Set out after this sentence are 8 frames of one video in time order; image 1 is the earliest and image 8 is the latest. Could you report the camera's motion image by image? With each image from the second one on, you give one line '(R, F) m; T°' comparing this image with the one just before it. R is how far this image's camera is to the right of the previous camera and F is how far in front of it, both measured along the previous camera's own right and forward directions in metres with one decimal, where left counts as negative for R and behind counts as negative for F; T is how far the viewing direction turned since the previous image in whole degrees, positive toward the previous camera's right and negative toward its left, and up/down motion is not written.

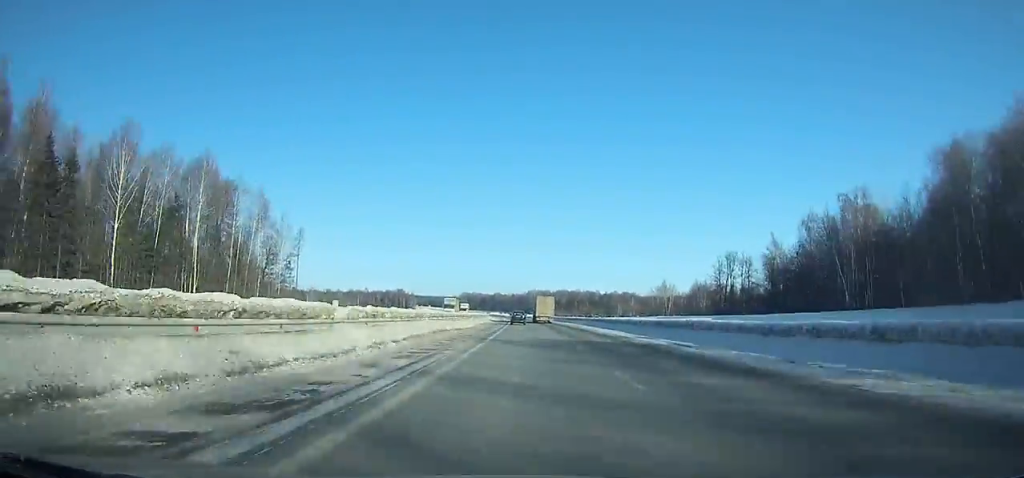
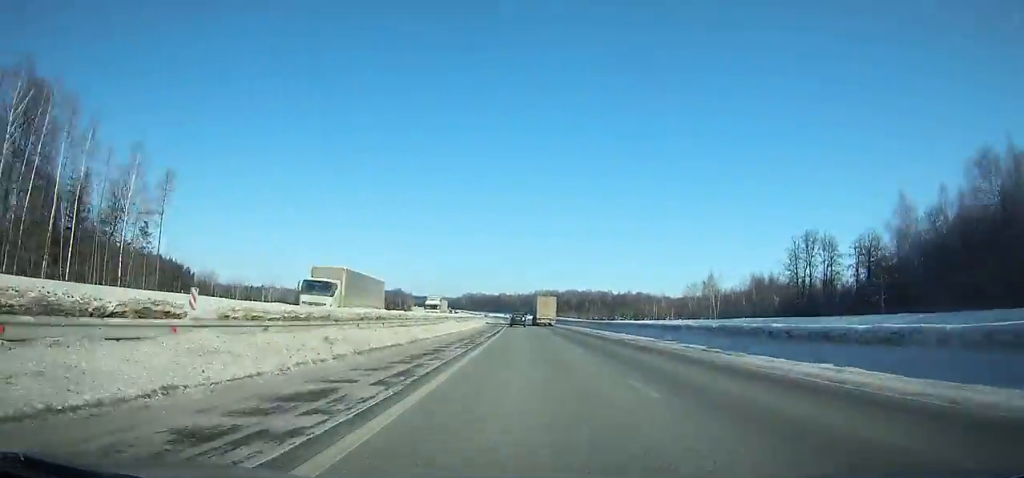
(-0.2, +49.8) m; -1°
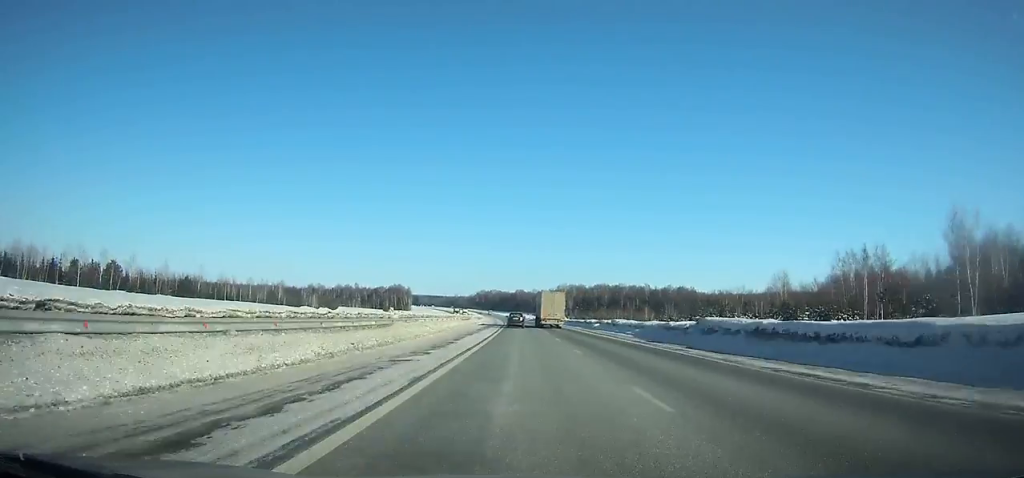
(-1.3, +97.2) m; -2°
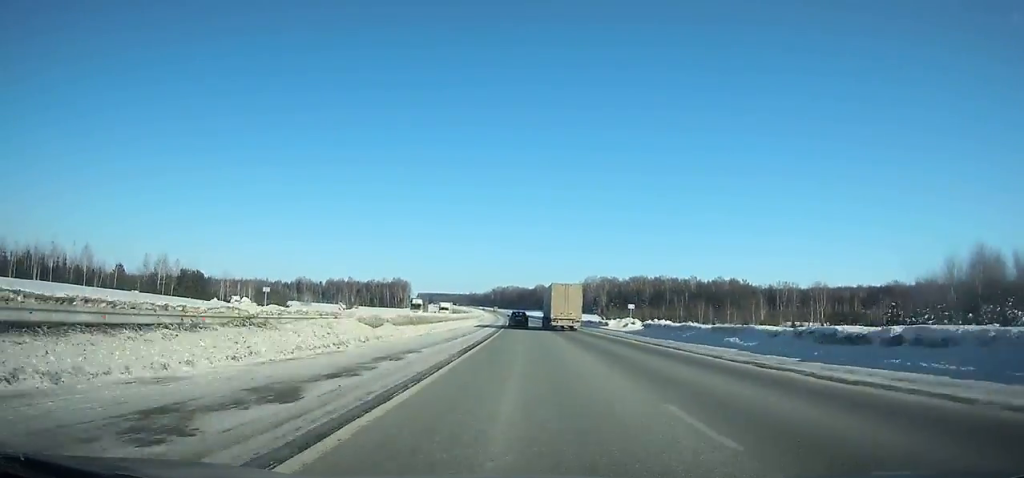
(-1.3, +84.9) m; -2°
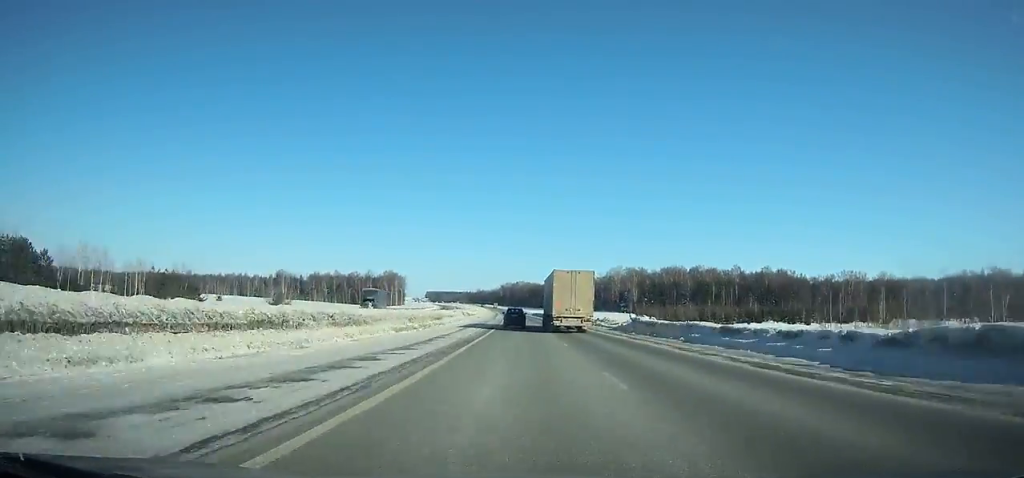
(-0.4, +65.8) m; -2°
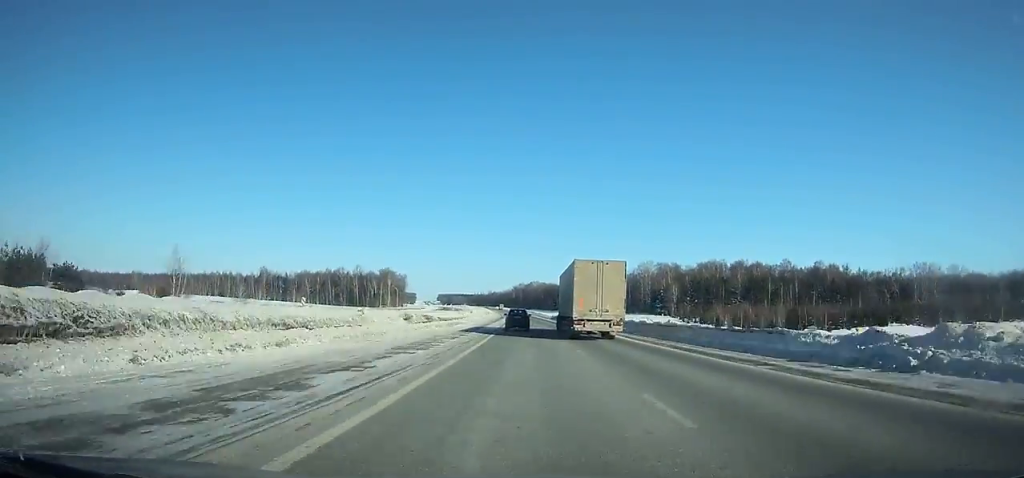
(-1.1, +49.3) m; -1°
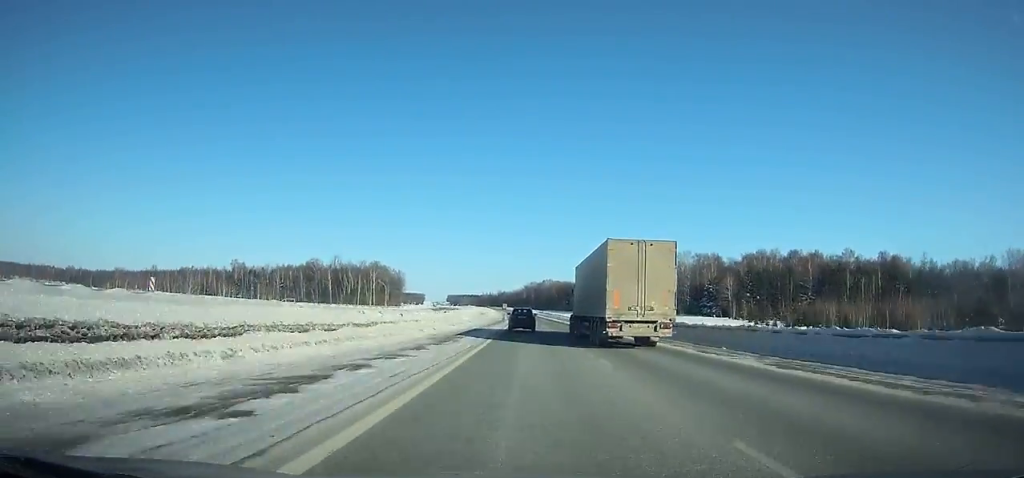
(-0.4, +52.1) m; -1°
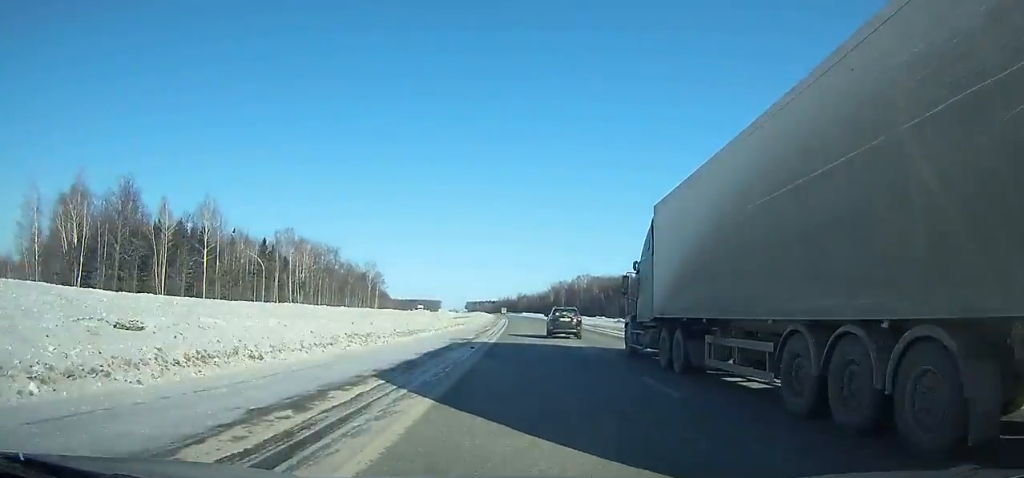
(-3.6, +145.0) m; -3°
